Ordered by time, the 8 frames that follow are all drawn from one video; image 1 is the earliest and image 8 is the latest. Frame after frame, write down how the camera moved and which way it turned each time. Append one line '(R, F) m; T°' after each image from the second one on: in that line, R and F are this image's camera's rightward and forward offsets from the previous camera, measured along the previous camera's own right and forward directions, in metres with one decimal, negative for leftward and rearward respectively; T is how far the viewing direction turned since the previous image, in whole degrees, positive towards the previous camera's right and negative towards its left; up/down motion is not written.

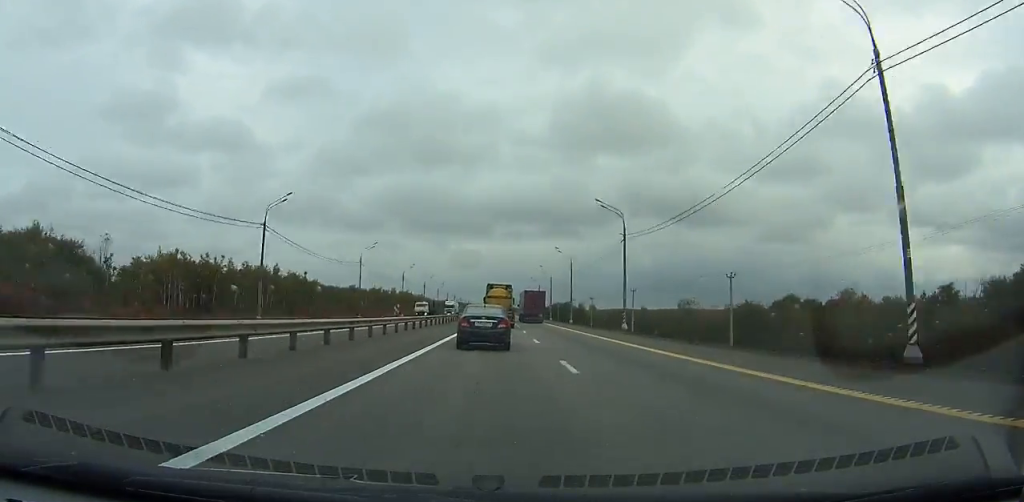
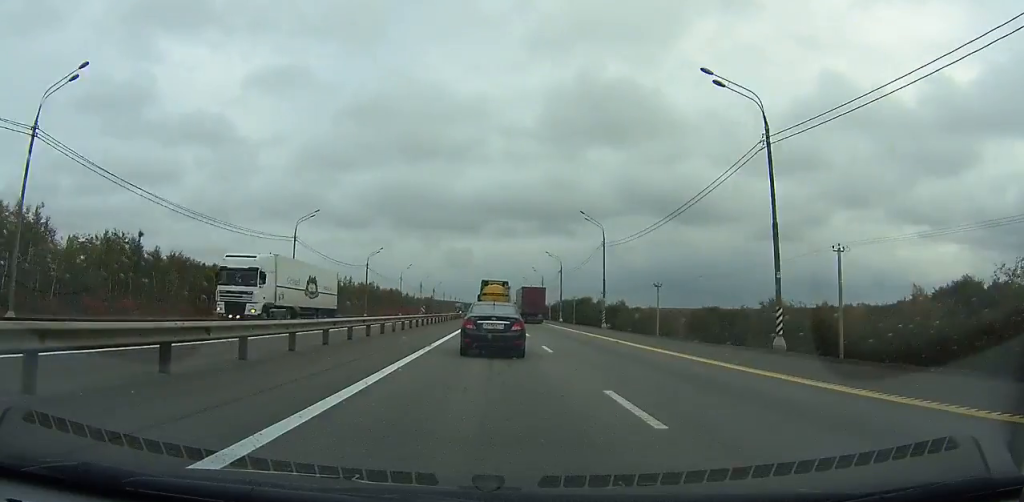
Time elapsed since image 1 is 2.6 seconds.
(-0.1, +64.4) m; 0°
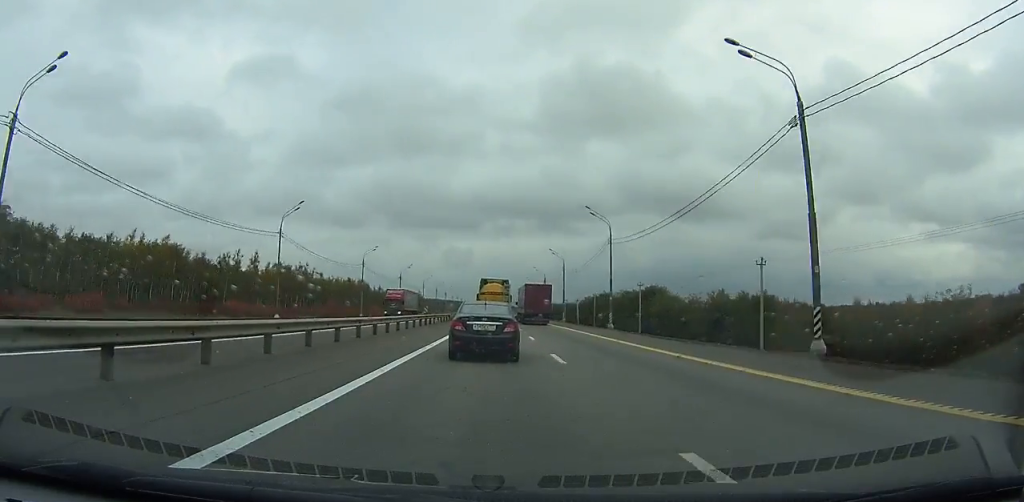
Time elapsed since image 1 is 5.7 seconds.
(+0.2, +75.2) m; 0°
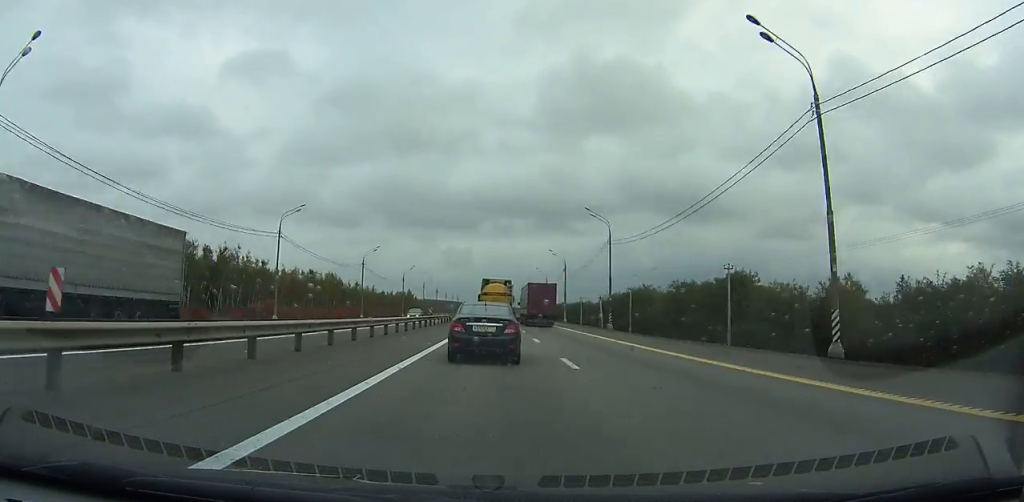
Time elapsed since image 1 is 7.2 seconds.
(+0.1, +35.9) m; 0°
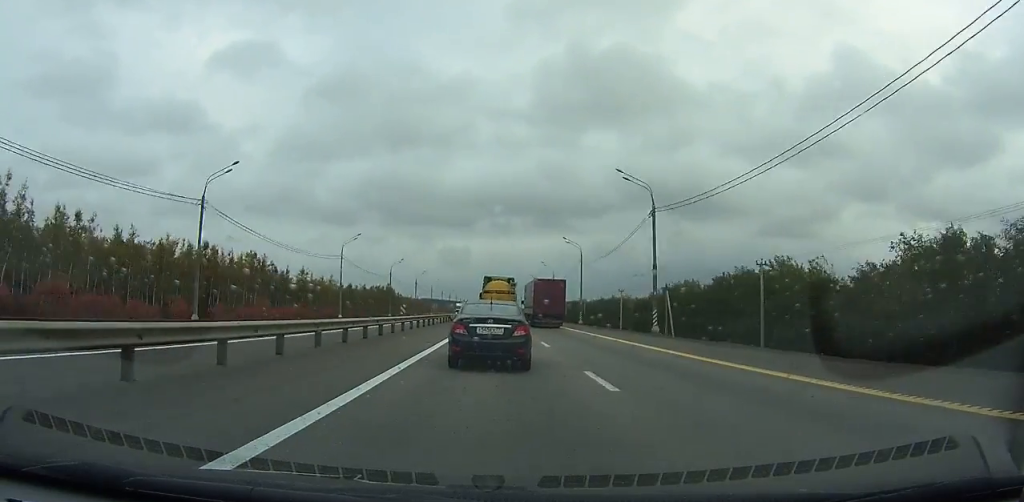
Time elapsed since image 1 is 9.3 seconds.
(-0.1, +49.8) m; 0°
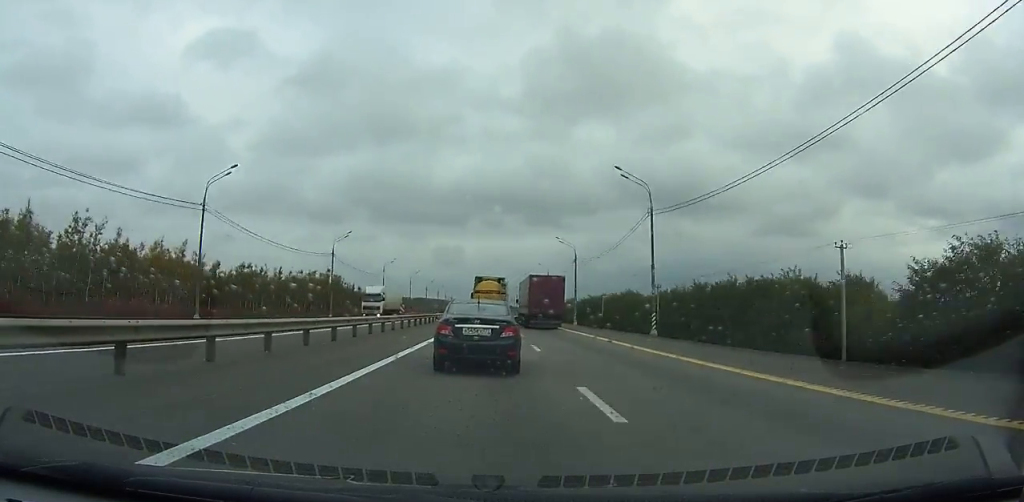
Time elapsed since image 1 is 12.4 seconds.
(+0.2, +72.5) m; 0°
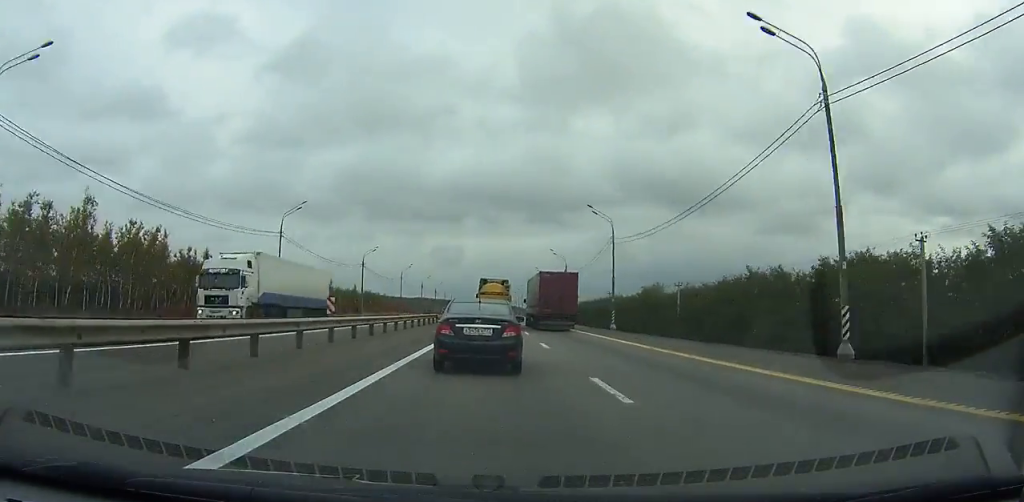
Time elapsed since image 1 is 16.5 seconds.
(0.0, +94.1) m; 0°
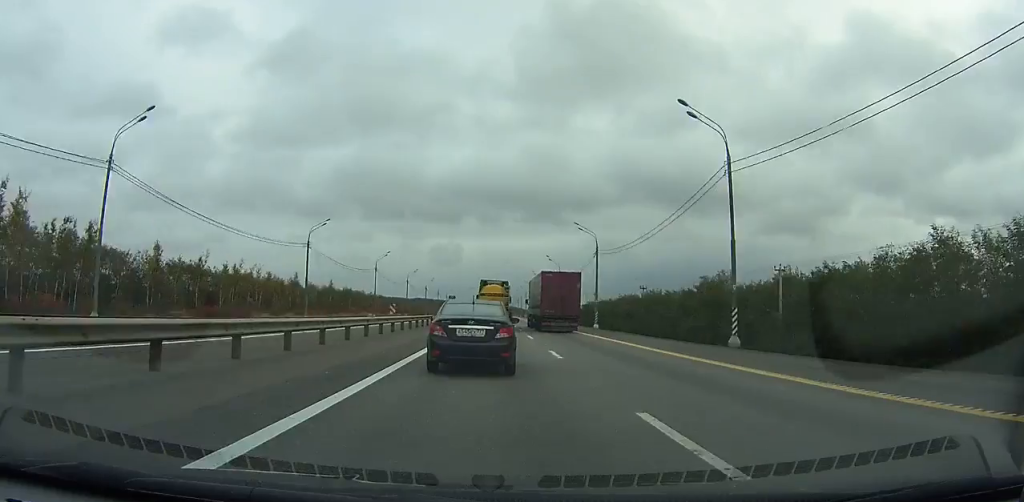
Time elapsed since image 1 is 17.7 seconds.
(+0.1, +27.1) m; 0°
